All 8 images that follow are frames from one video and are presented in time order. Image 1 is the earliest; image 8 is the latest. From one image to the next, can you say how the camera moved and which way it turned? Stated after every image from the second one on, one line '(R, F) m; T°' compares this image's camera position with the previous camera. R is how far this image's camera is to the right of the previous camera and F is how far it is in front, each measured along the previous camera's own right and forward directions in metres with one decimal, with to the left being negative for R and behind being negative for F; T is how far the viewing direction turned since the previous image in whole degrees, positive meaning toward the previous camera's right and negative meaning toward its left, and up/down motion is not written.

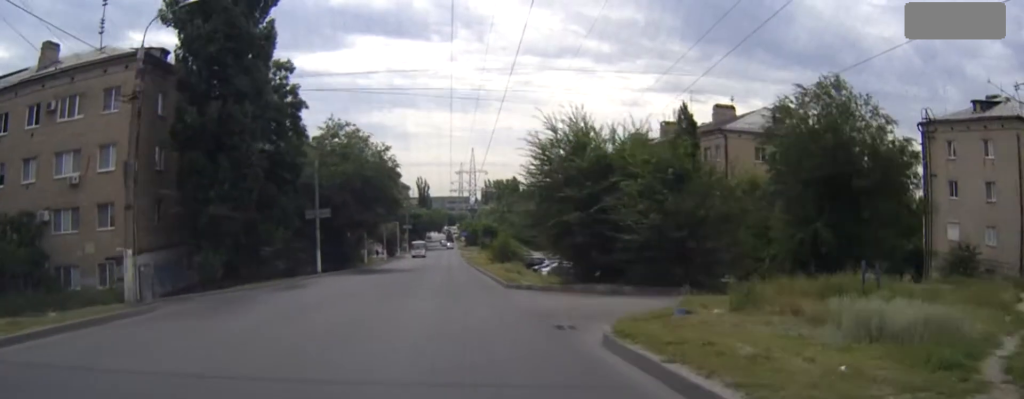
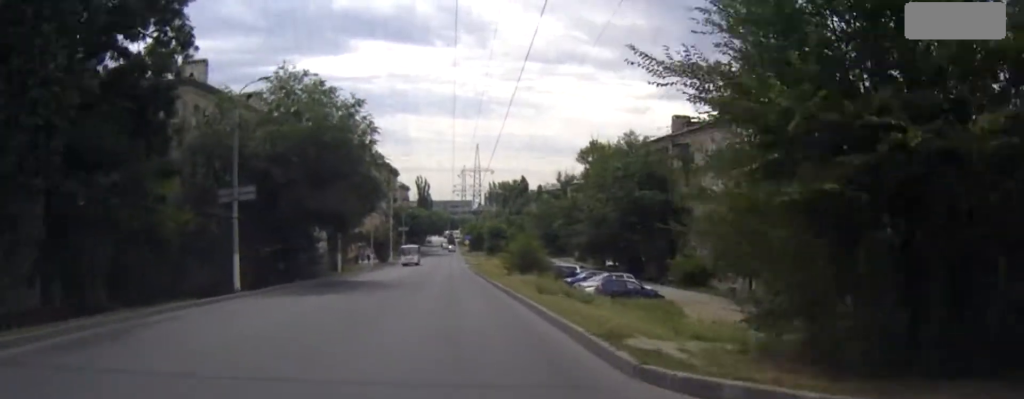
(-0.4, +20.4) m; -1°
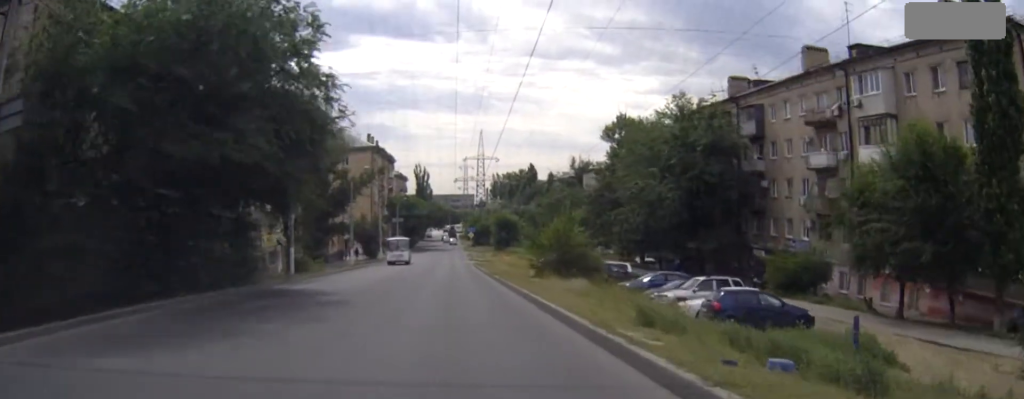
(+0.1, +19.0) m; 0°
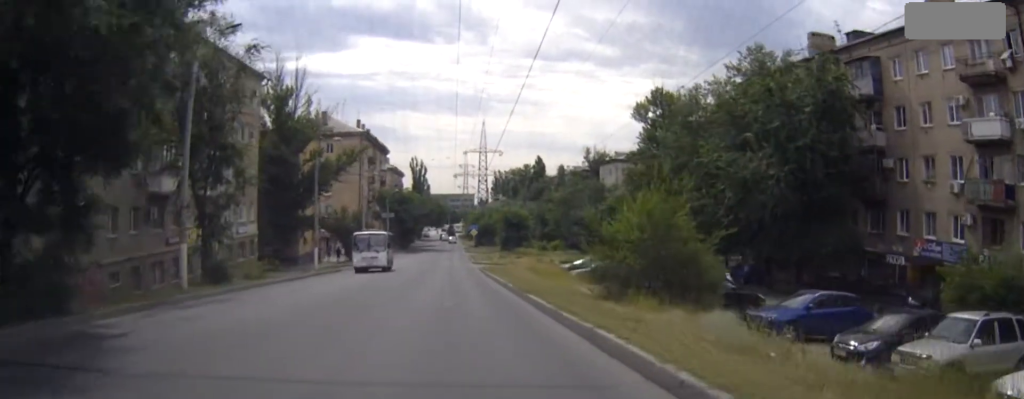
(0.0, +18.2) m; 0°
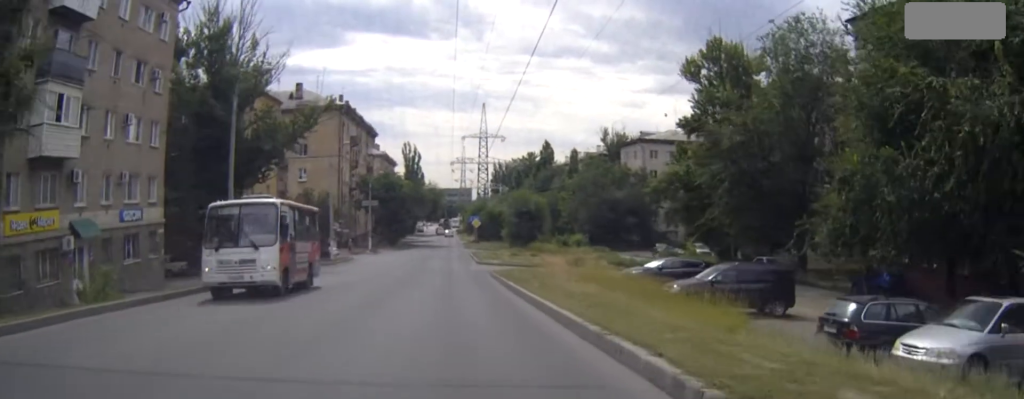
(-0.1, +20.2) m; 0°
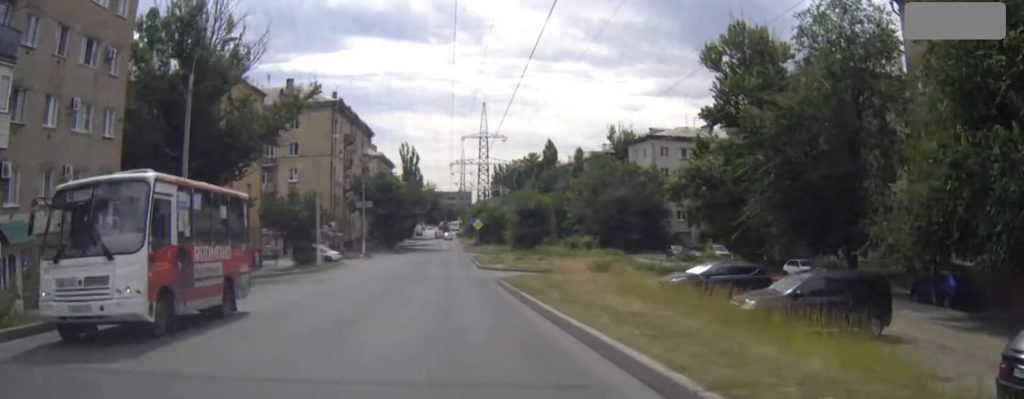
(0.0, +6.0) m; 0°
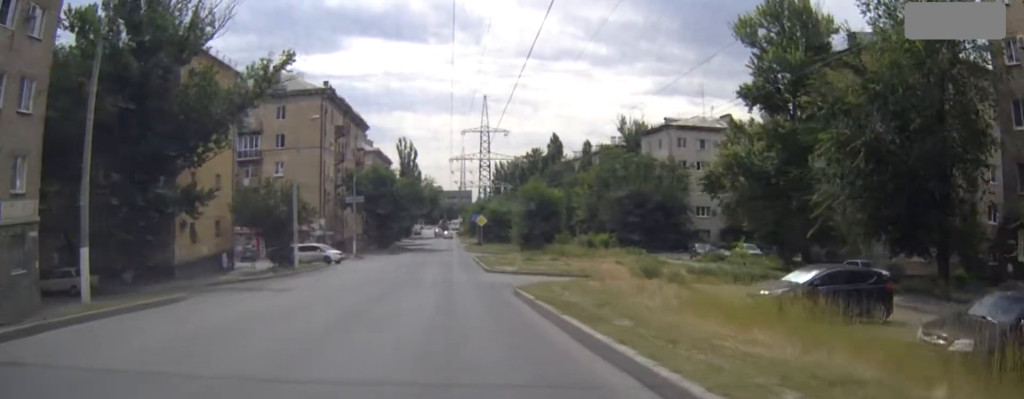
(+0.1, +8.1) m; 0°
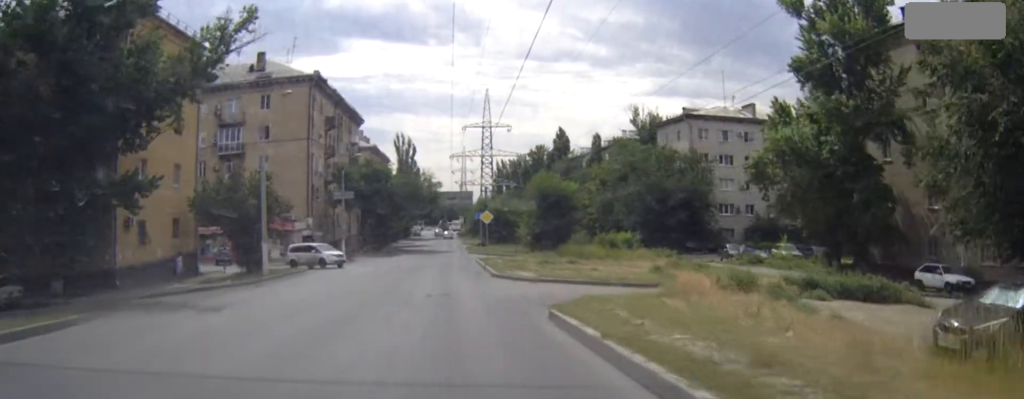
(0.0, +8.1) m; 0°
